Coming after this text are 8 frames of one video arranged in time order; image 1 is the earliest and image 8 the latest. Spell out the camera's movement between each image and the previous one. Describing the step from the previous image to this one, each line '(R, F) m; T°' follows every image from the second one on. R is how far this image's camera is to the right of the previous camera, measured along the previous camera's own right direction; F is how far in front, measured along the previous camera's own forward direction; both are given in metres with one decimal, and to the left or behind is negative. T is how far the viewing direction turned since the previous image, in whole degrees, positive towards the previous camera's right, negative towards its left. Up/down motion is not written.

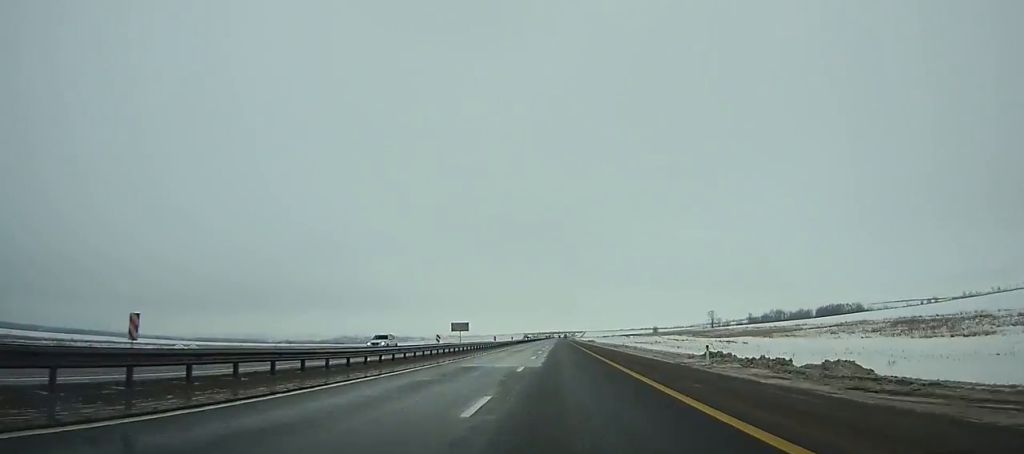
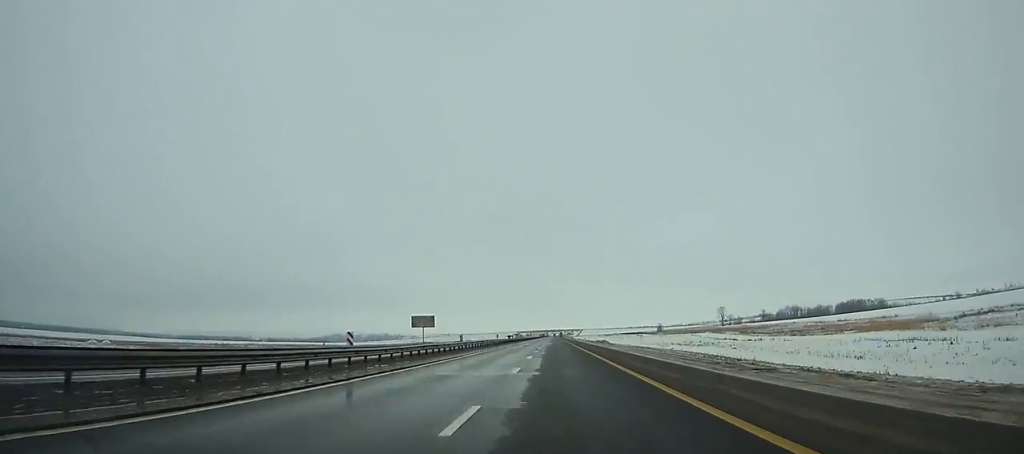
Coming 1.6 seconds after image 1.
(0.0, +47.9) m; 0°
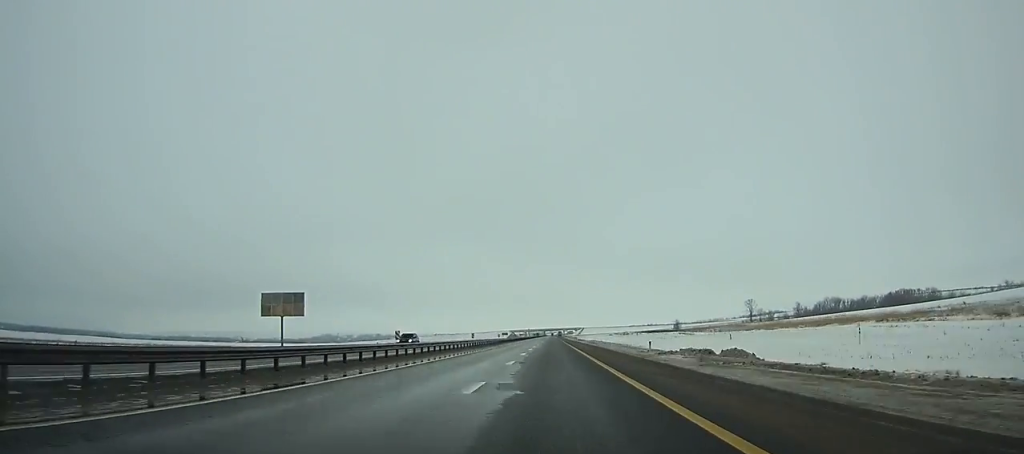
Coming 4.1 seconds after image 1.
(+0.5, +75.1) m; 0°
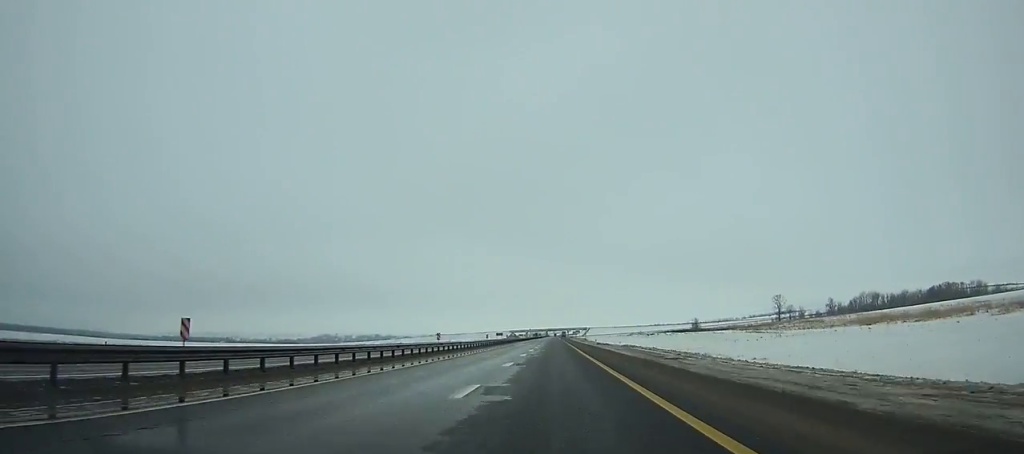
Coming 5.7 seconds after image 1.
(0.0, +48.1) m; 0°
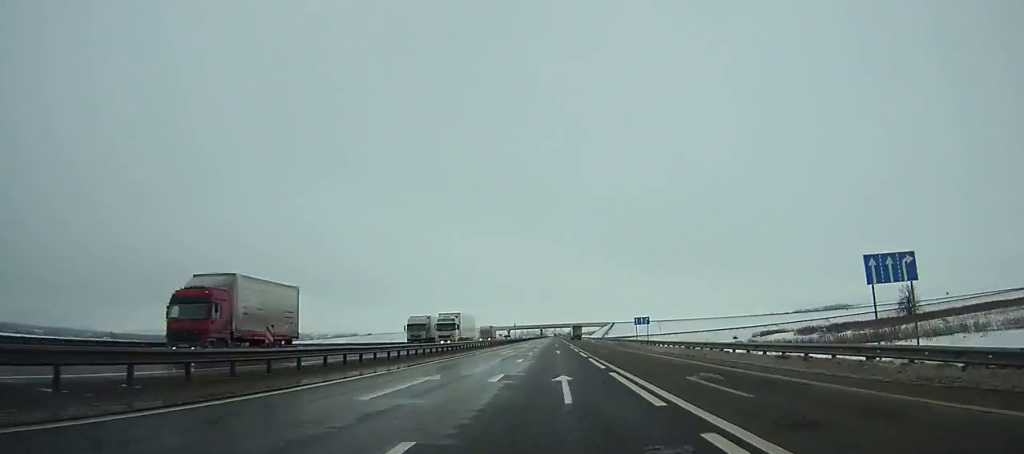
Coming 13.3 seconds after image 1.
(-1.0, +228.4) m; 0°
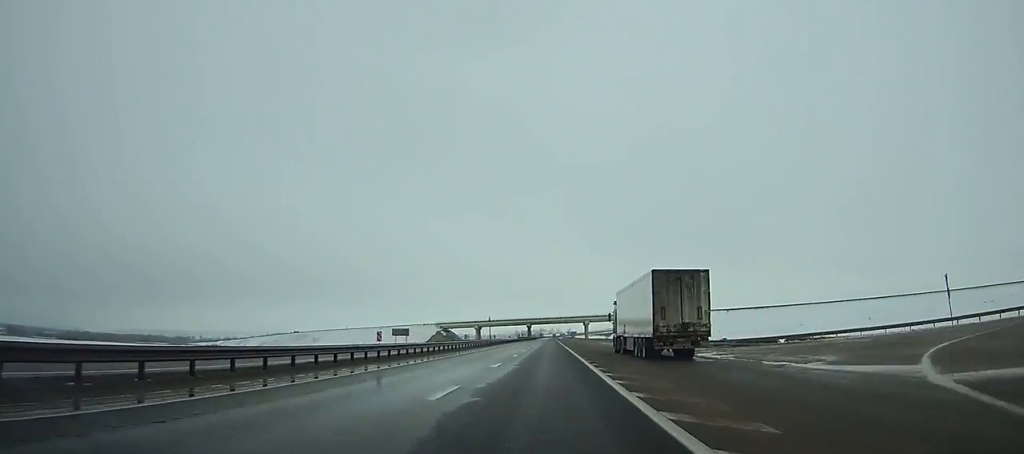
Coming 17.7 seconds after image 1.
(+0.2, +132.8) m; 0°
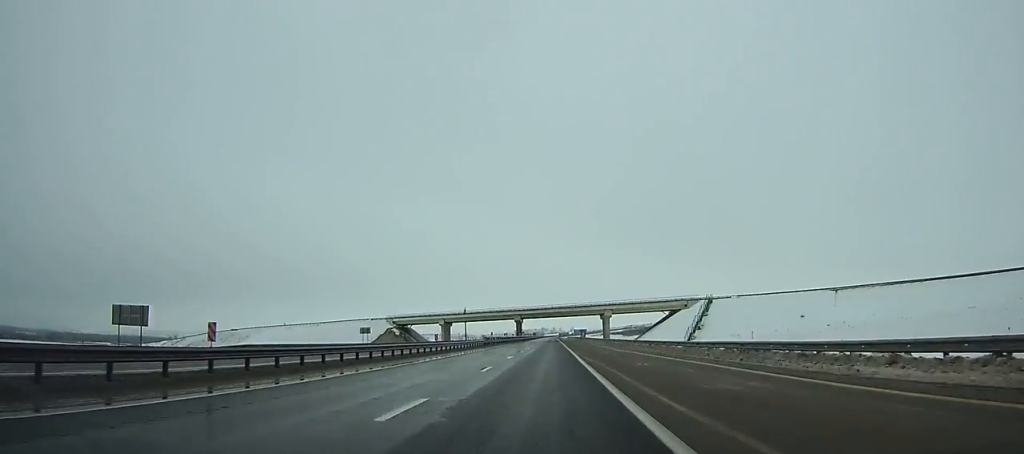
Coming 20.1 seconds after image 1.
(0.0, +72.8) m; 0°
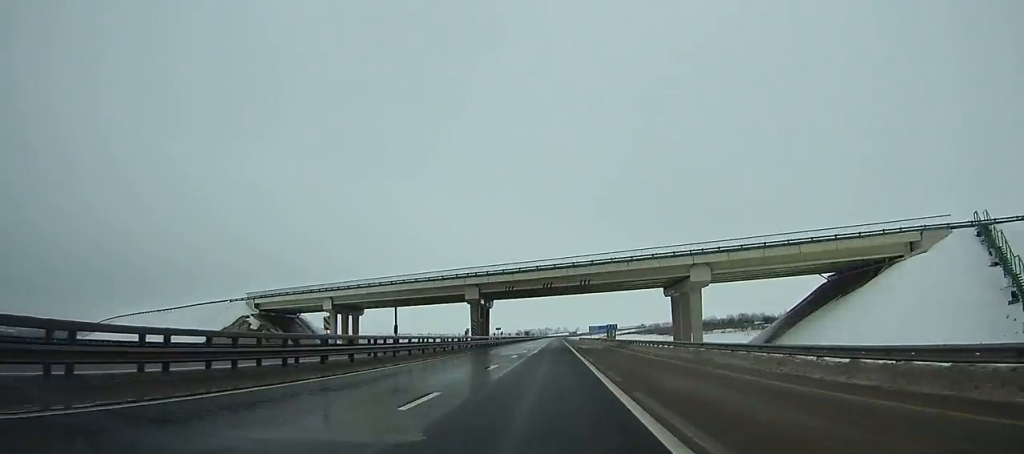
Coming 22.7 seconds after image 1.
(0.0, +79.0) m; 0°
